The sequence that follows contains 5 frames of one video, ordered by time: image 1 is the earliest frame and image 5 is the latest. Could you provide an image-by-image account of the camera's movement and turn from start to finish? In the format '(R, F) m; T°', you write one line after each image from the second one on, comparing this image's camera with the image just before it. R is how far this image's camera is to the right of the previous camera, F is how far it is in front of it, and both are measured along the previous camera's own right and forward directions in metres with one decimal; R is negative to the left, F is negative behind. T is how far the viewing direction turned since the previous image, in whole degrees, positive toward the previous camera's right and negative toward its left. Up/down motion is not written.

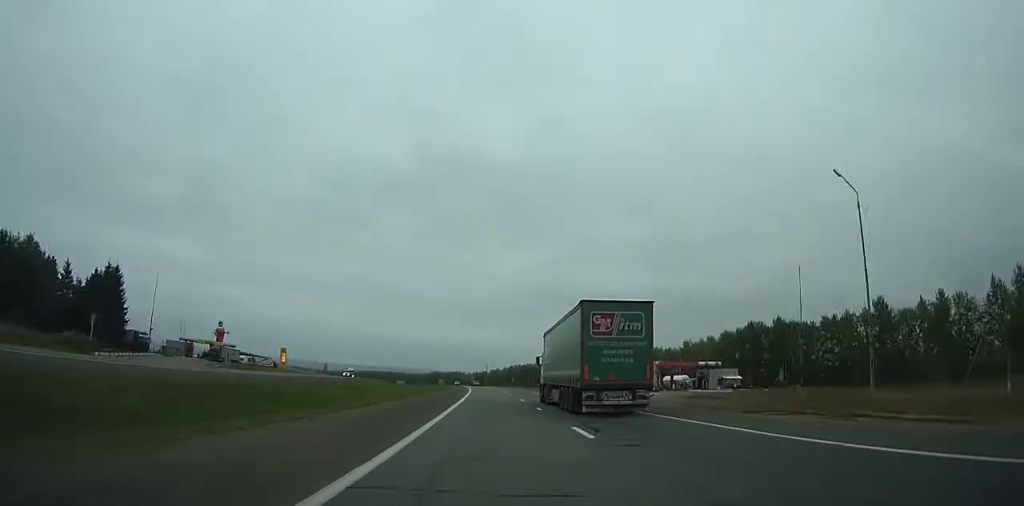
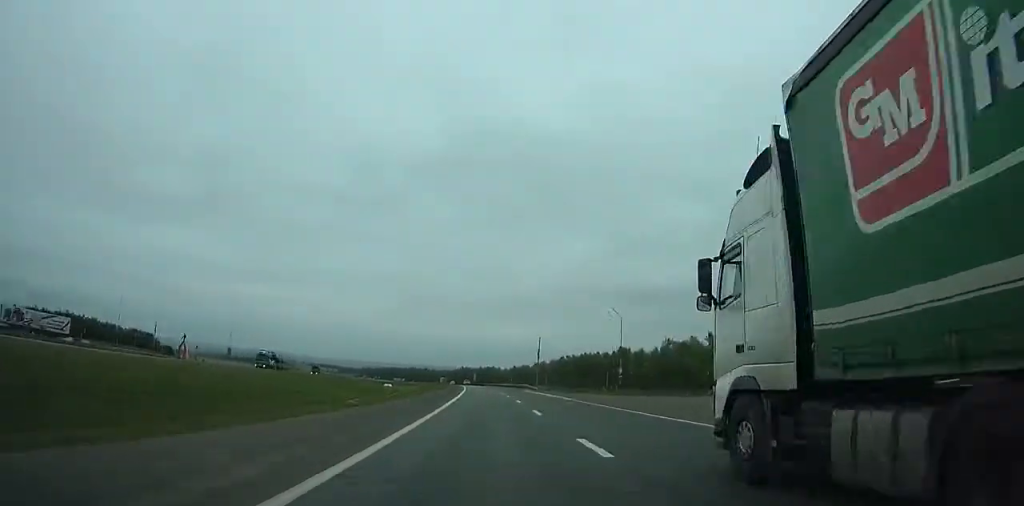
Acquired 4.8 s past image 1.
(-4.6, +130.9) m; -6°
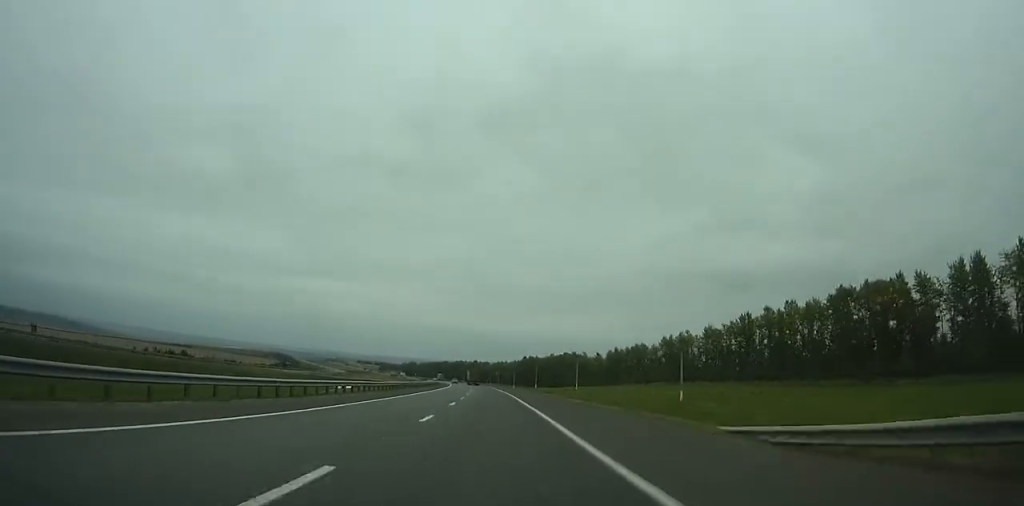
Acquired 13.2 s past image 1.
(-0.7, +218.5) m; +2°
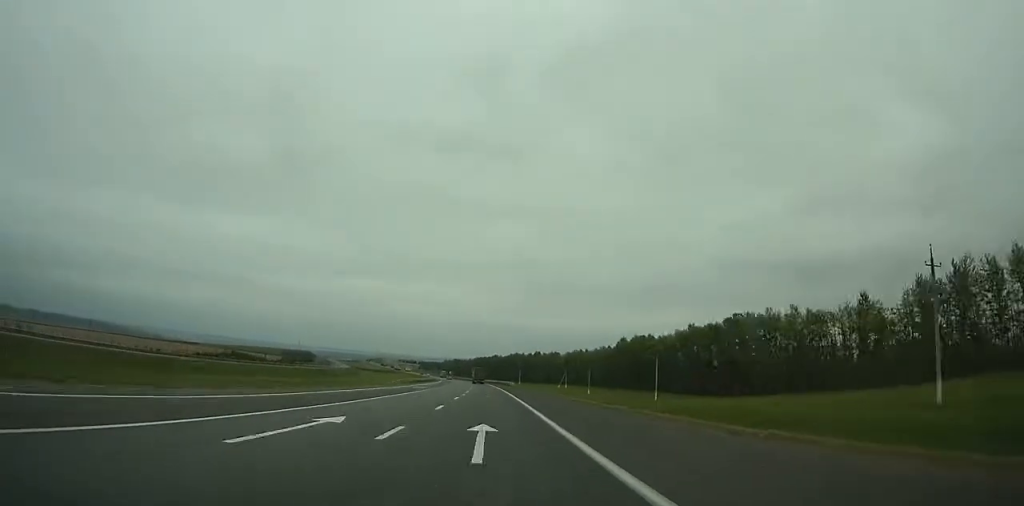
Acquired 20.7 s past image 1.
(-27.9, +185.1) m; -12°
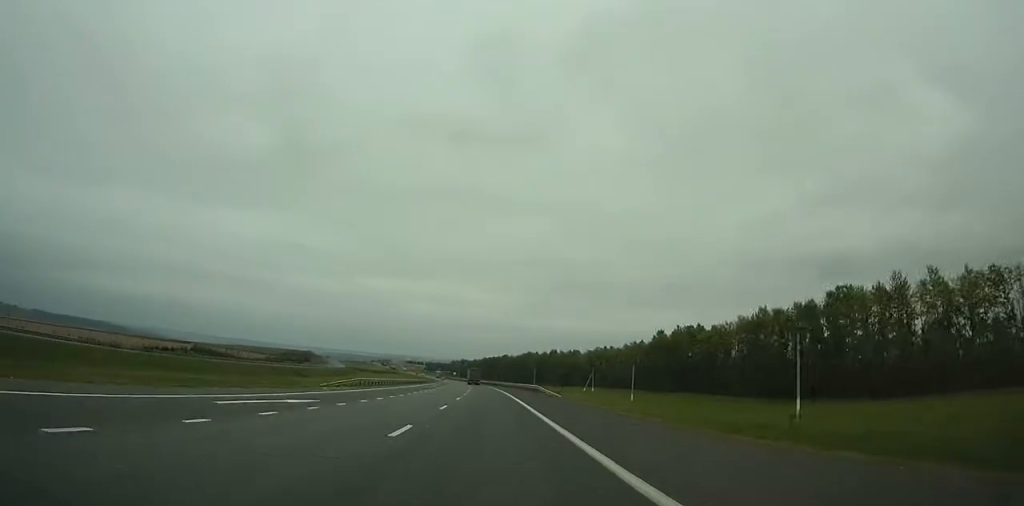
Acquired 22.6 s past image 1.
(-0.6, +46.7) m; -1°
